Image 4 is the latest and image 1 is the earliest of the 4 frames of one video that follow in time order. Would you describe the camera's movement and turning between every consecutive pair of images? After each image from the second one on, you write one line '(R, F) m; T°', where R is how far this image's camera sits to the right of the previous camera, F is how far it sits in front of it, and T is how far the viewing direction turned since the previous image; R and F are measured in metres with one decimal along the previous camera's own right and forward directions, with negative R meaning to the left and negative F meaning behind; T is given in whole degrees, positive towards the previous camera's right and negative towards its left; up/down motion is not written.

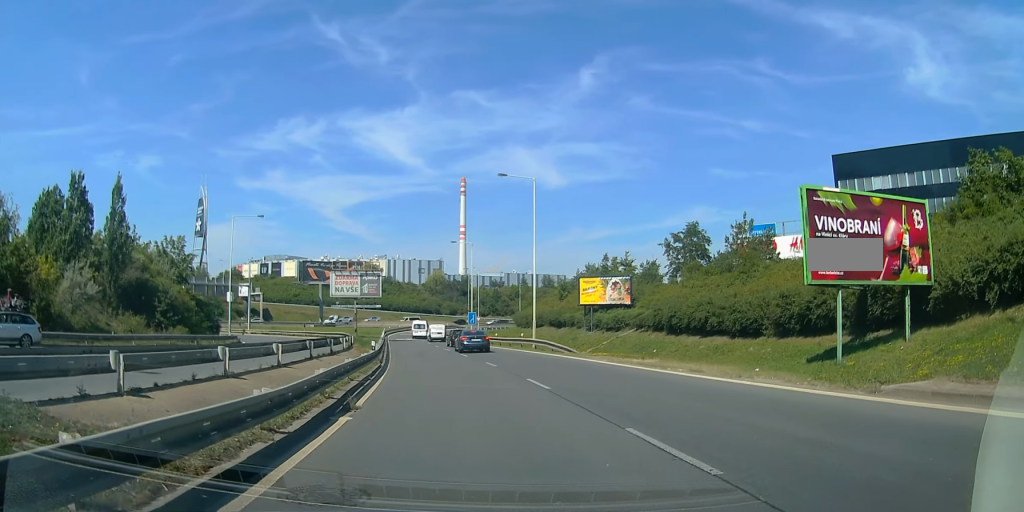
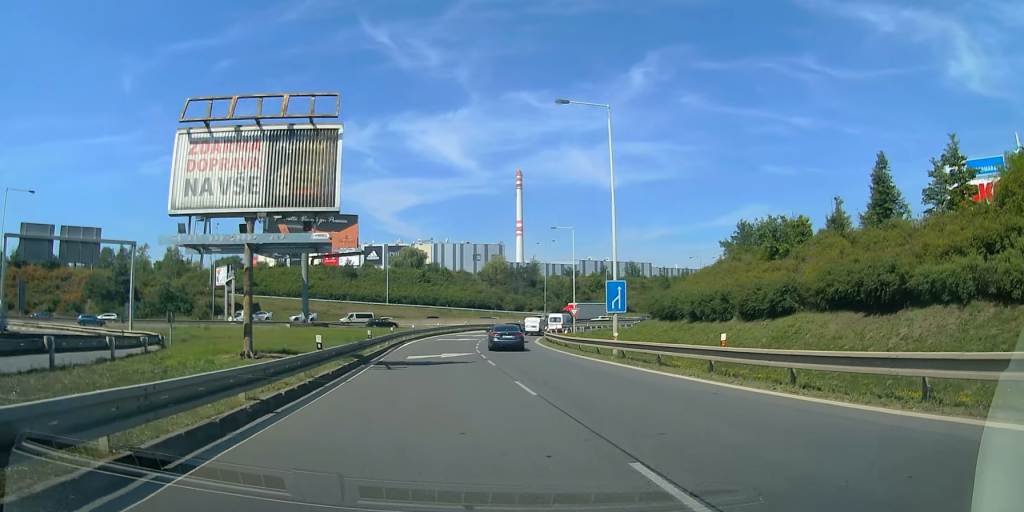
(-3.8, +45.5) m; -6°
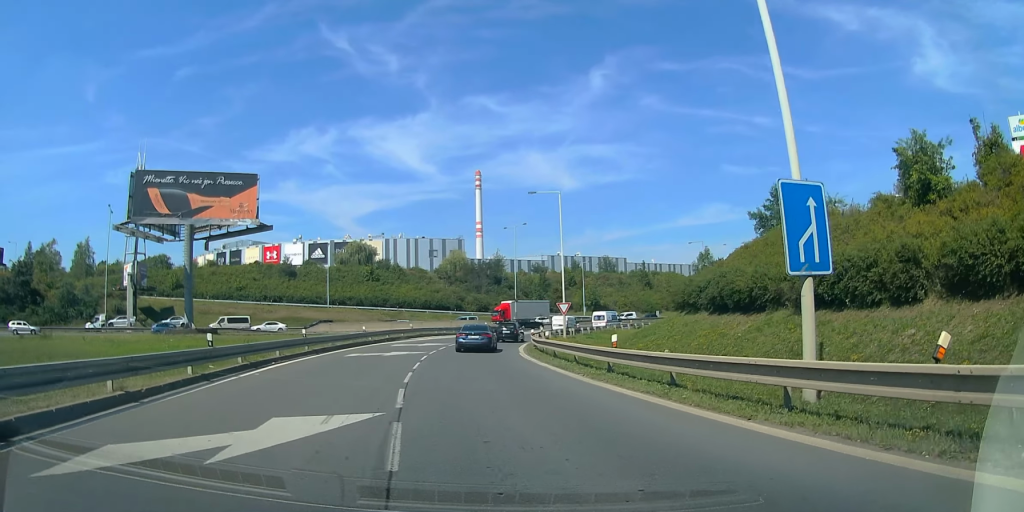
(-0.3, +19.9) m; +2°
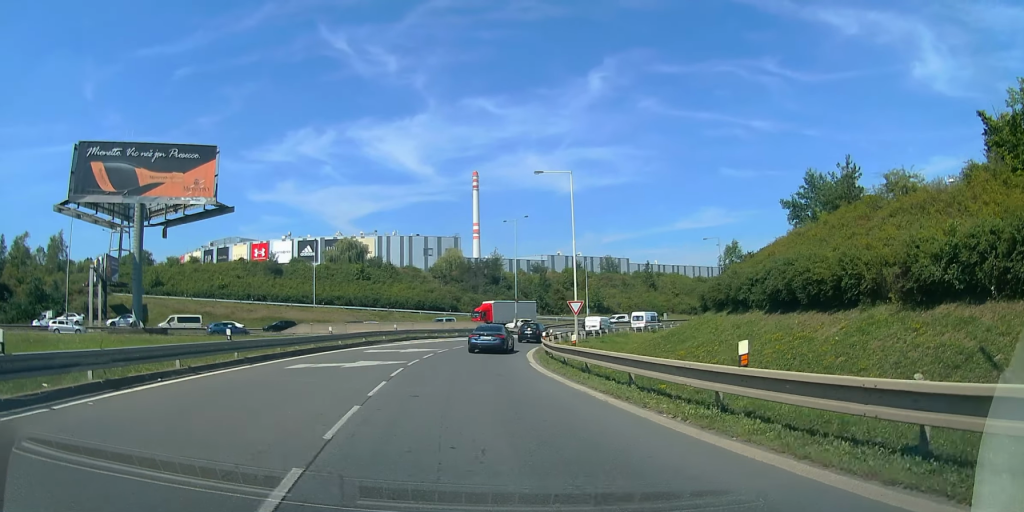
(+0.2, +7.5) m; +2°
